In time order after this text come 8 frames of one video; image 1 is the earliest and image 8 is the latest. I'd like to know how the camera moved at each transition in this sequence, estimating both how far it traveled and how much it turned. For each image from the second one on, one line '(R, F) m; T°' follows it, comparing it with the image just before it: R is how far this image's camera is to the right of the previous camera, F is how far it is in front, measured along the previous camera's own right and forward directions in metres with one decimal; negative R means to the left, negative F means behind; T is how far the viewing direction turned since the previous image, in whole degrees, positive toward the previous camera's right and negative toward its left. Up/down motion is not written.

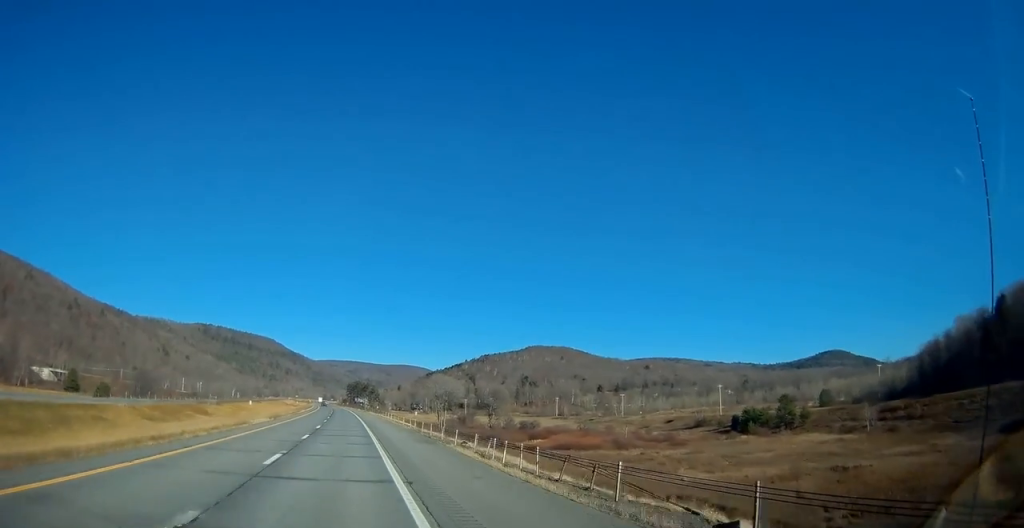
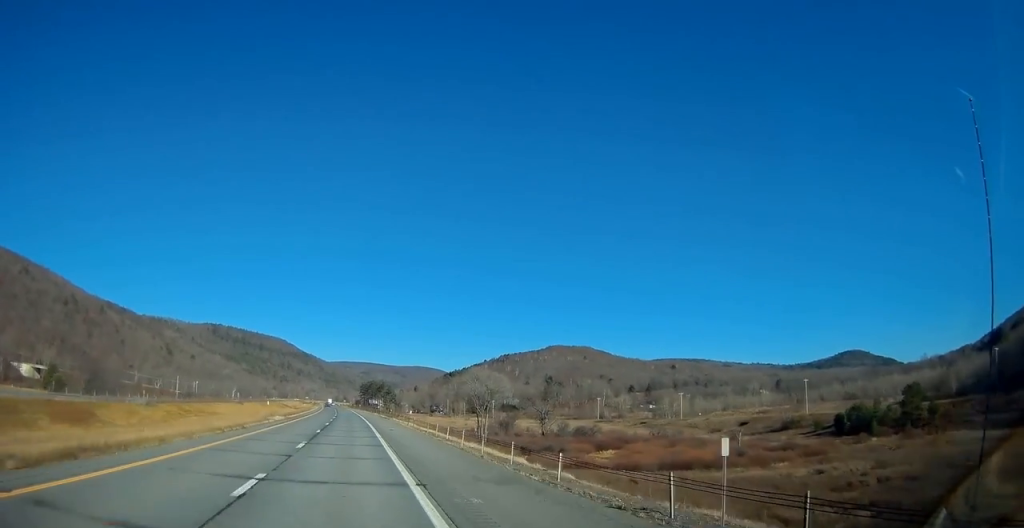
(-0.4, +43.3) m; -1°
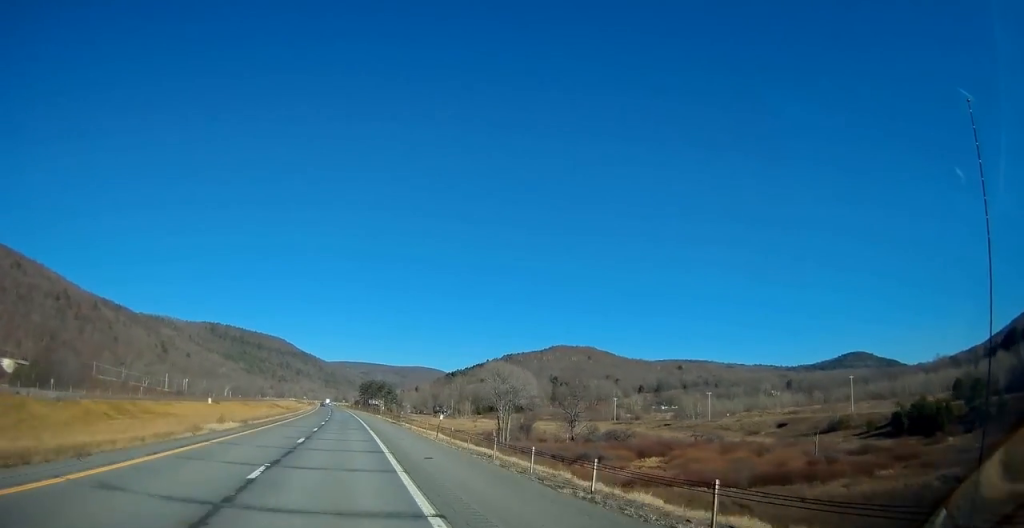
(-0.2, +22.1) m; 0°
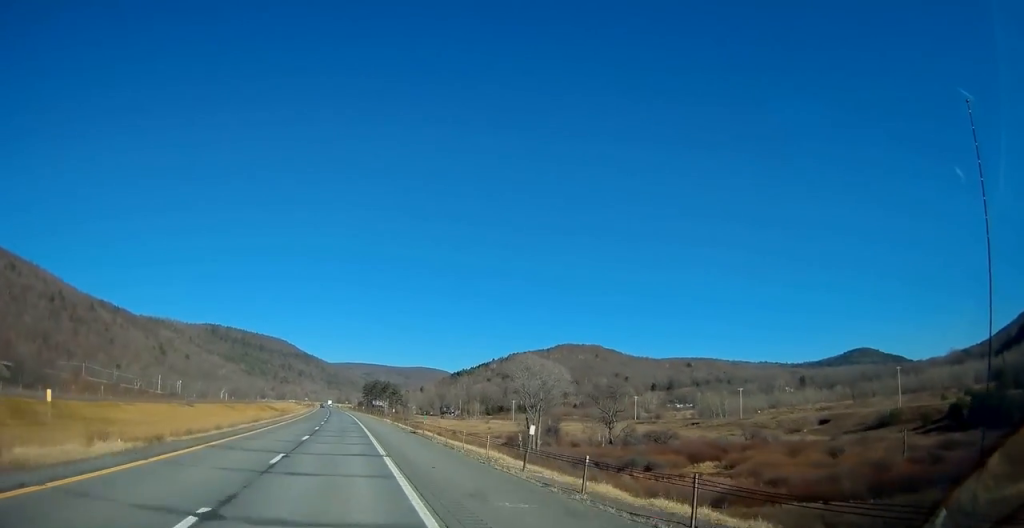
(0.0, +19.1) m; 0°
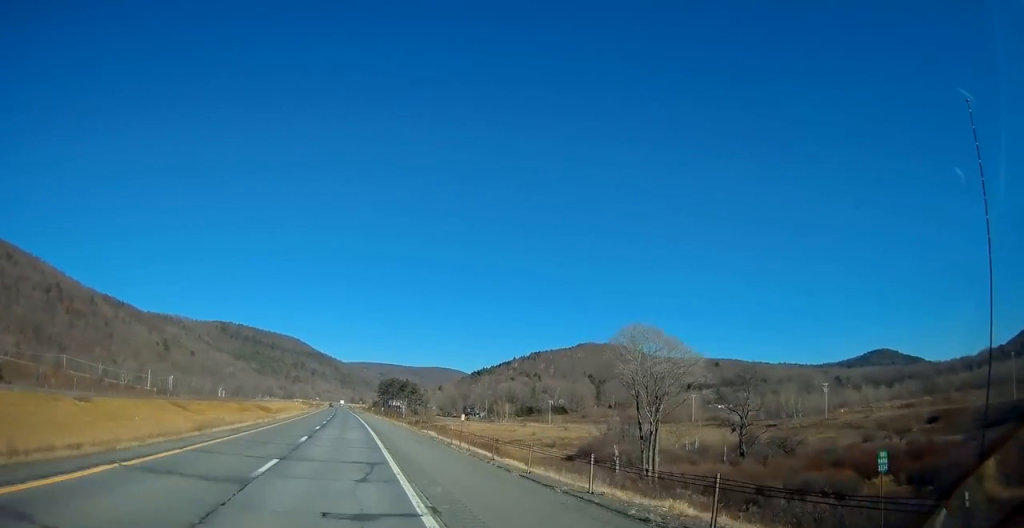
(-0.3, +39.2) m; -1°
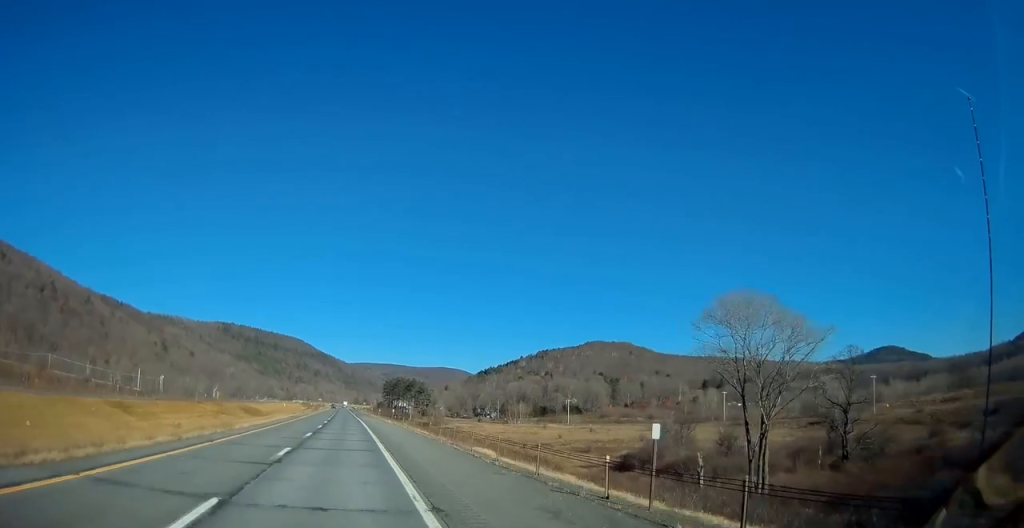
(-0.1, +20.2) m; -1°
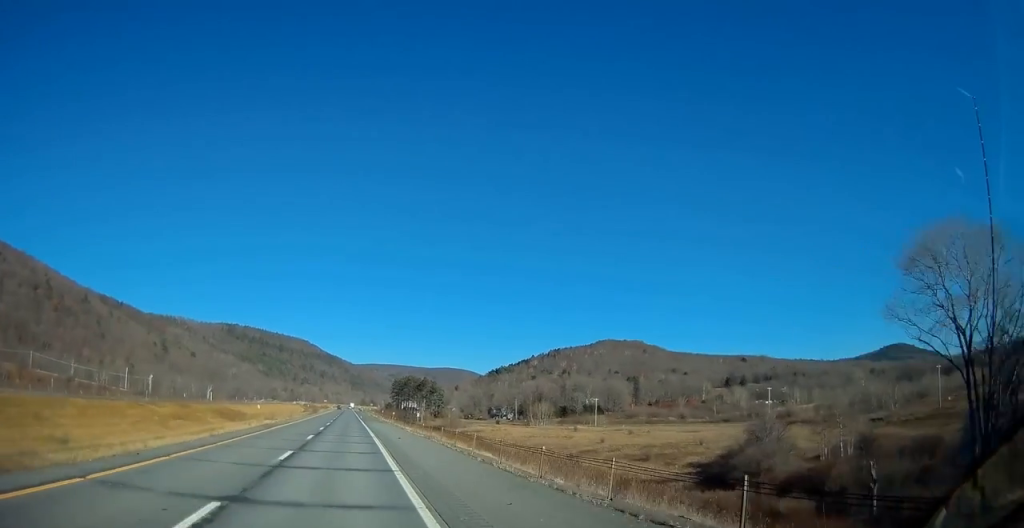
(-0.1, +24.2) m; -1°
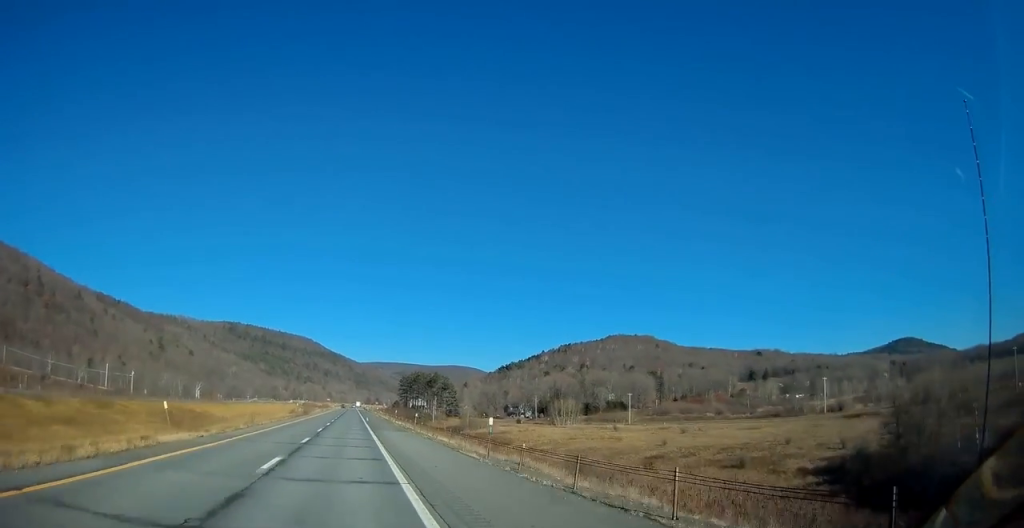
(-0.2, +27.3) m; 0°
